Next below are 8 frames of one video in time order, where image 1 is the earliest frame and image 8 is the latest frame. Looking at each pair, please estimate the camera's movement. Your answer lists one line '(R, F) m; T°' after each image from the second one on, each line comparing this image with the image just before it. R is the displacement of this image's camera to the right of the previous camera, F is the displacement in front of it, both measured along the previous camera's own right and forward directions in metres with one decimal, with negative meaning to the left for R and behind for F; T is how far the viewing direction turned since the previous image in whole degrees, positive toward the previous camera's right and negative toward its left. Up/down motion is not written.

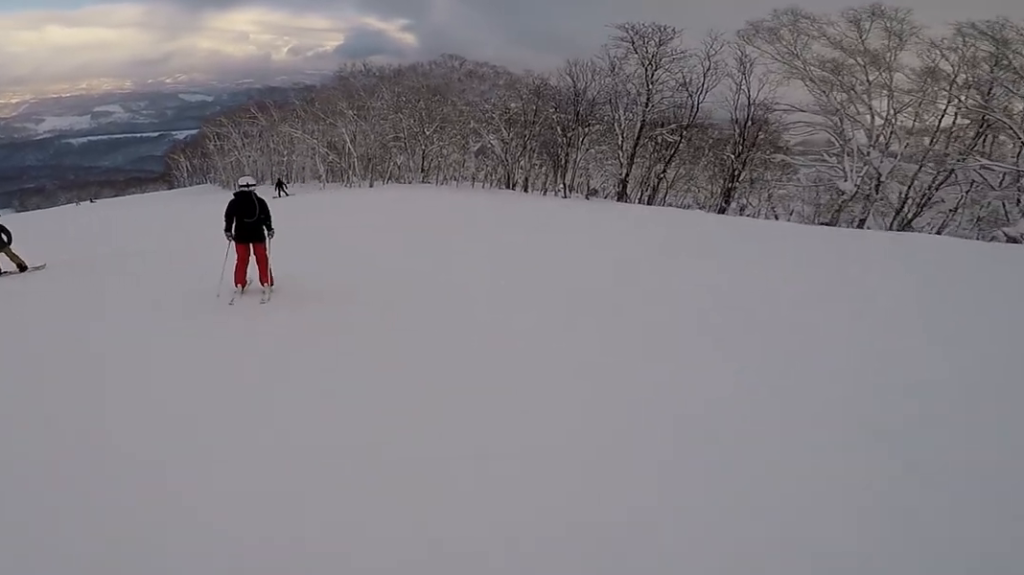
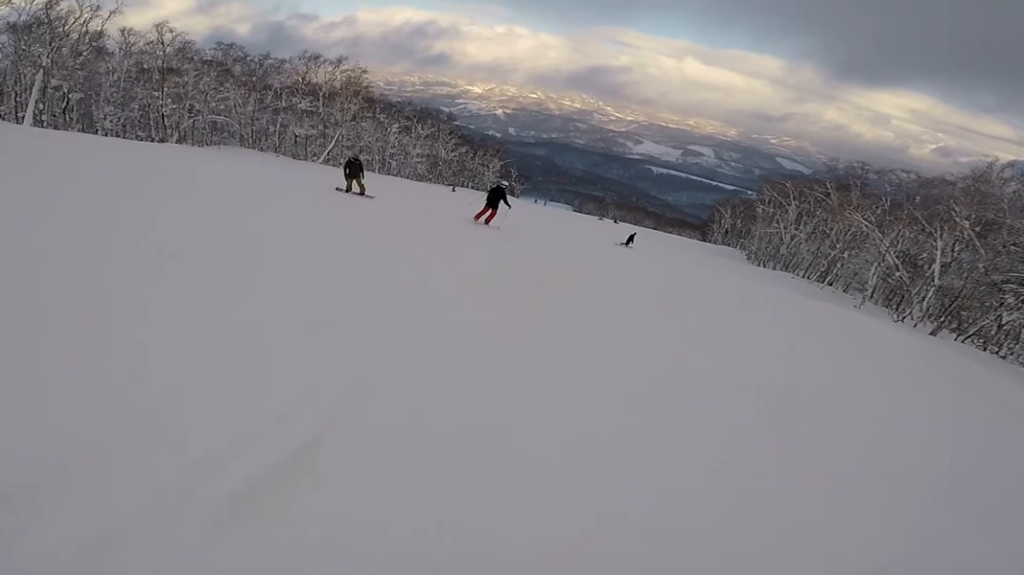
(-3.6, +7.0) m; -63°
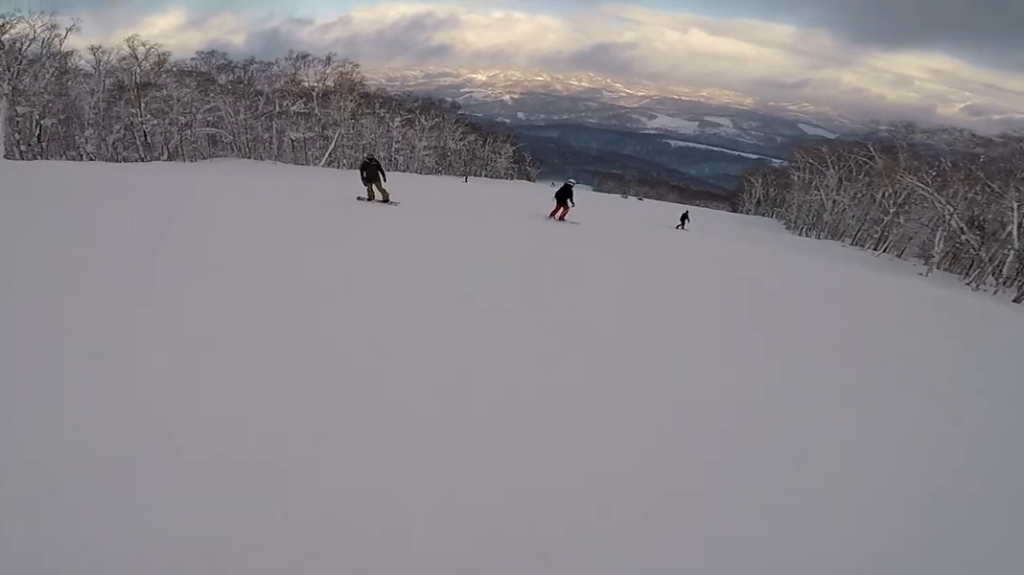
(-0.5, +3.0) m; -9°
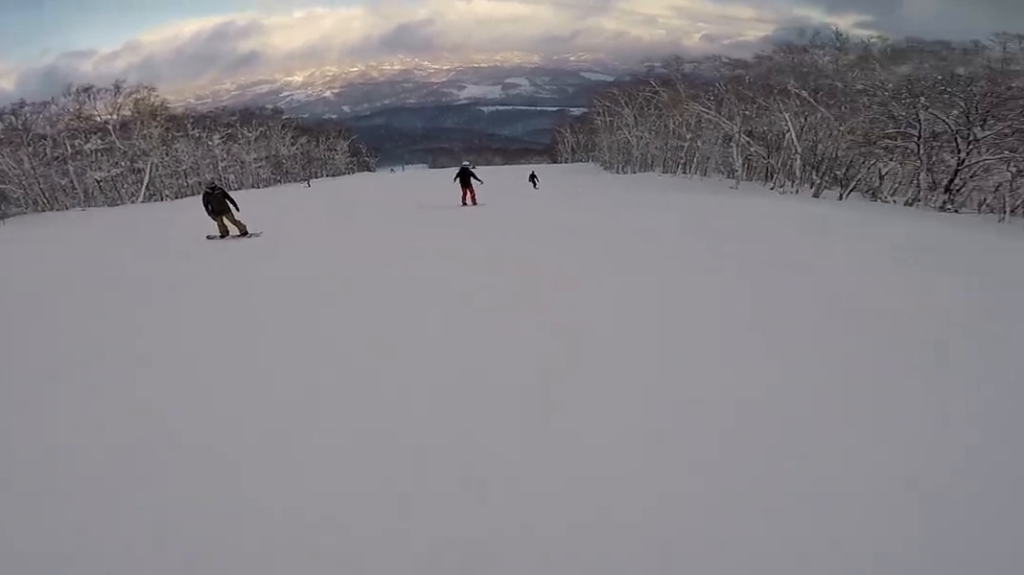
(-0.3, +1.8) m; +6°
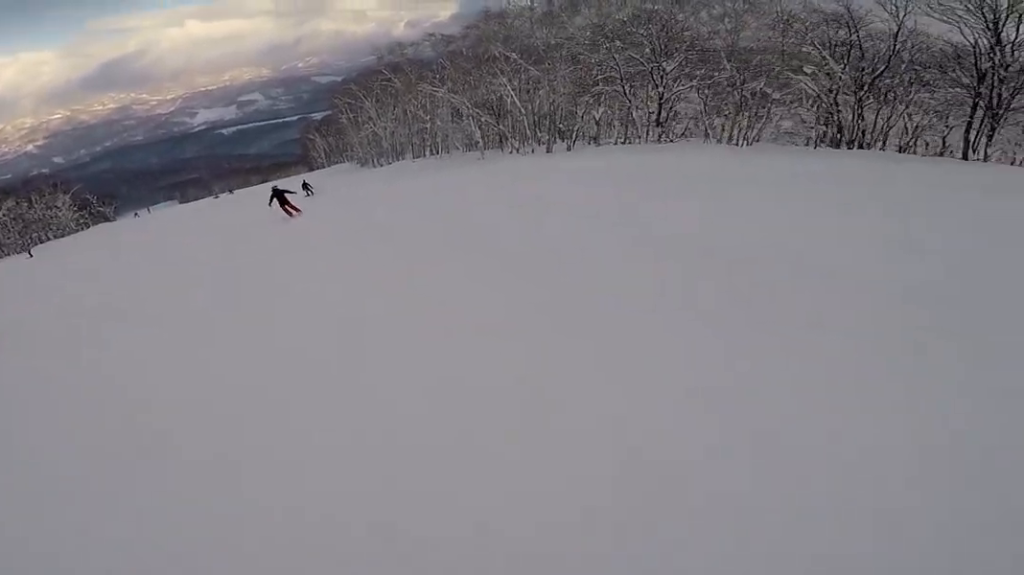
(+0.1, +2.6) m; +8°
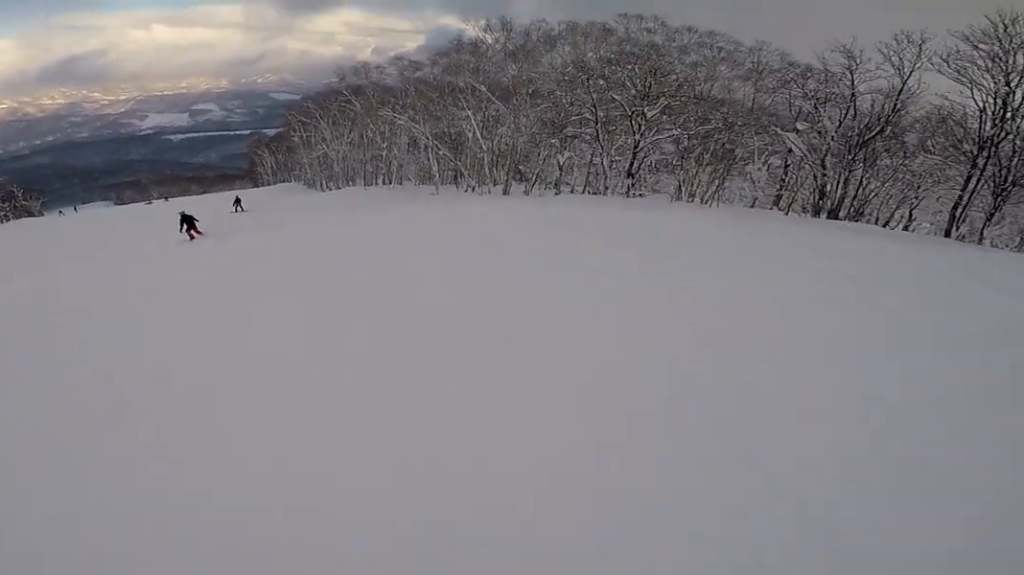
(+0.9, +2.5) m; +5°
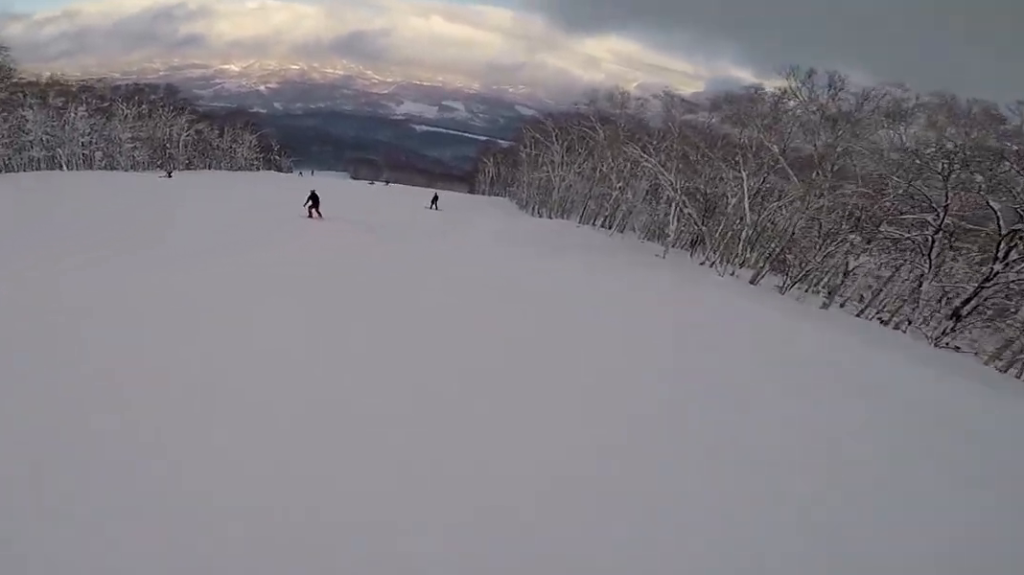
(-0.4, +3.2) m; -11°
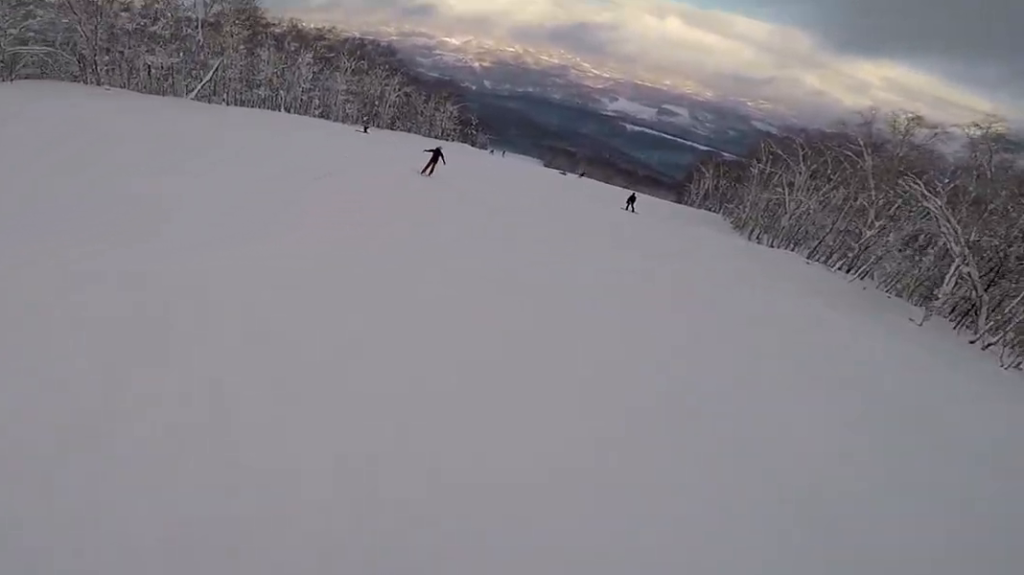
(-0.4, +3.1) m; -11°
